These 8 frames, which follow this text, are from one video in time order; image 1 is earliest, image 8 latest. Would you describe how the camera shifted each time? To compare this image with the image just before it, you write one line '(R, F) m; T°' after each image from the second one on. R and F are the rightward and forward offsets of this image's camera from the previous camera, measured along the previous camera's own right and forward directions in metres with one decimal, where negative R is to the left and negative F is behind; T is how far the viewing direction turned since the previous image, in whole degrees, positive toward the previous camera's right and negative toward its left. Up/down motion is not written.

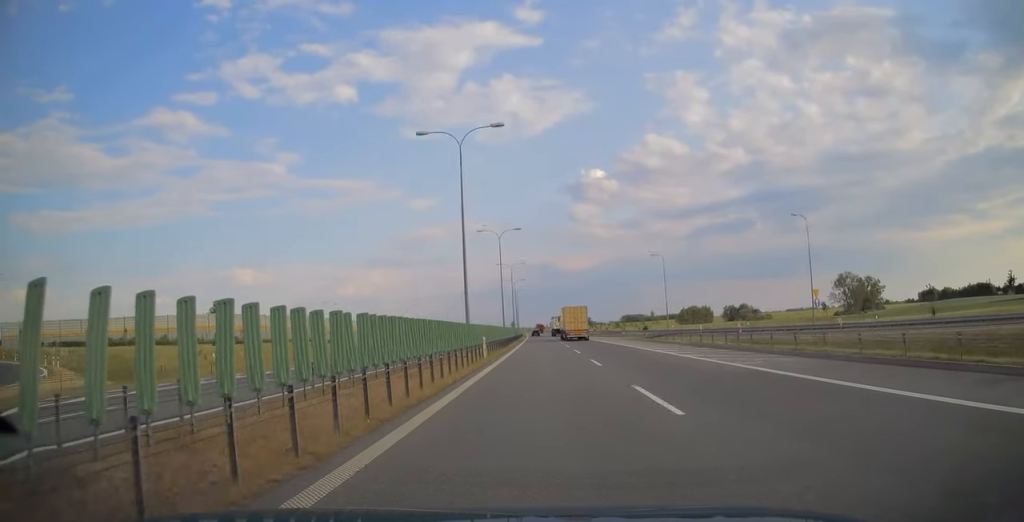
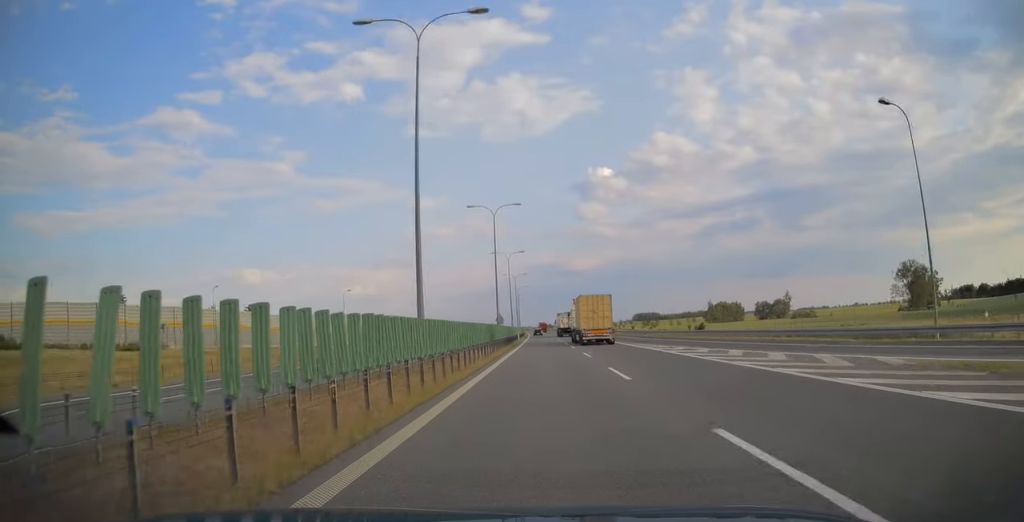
(-0.2, +54.1) m; 0°
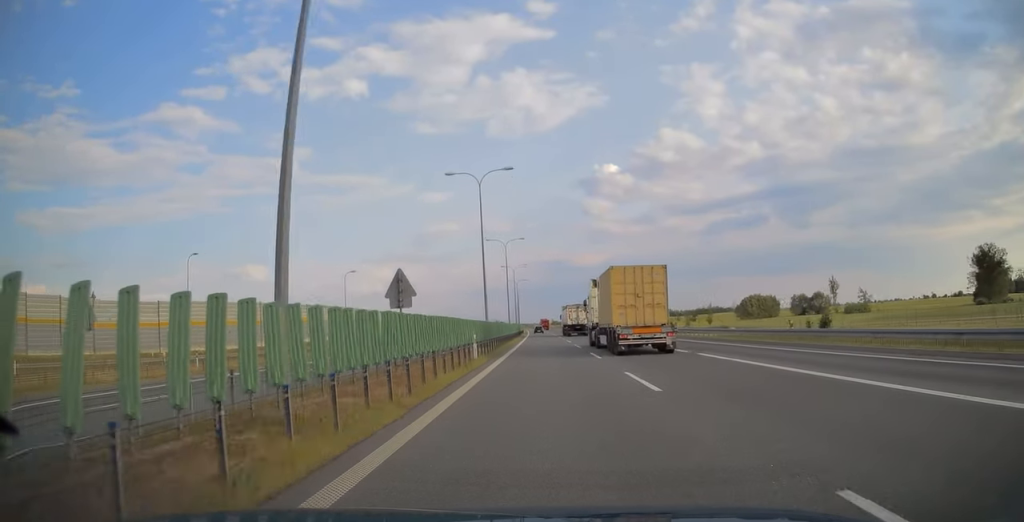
(-0.2, +51.3) m; -1°
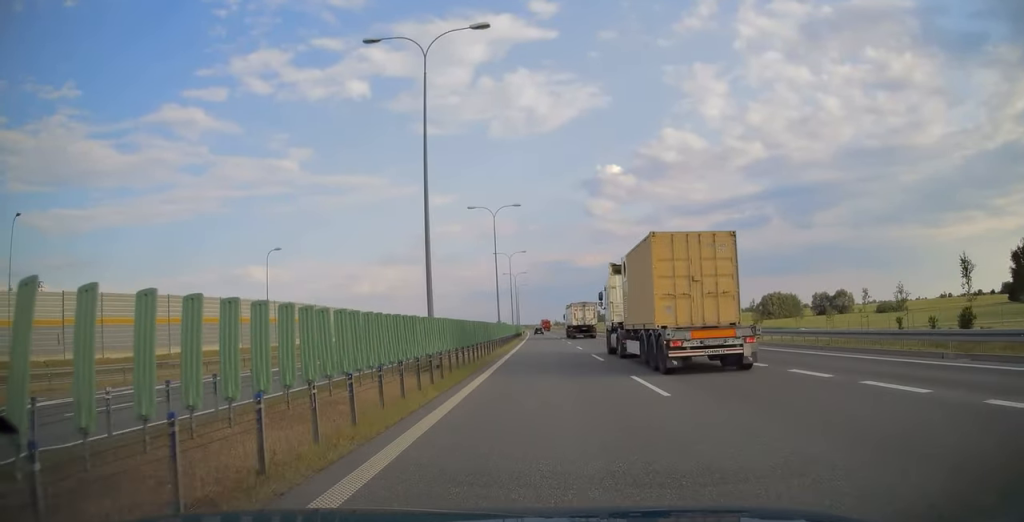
(0.0, +24.9) m; 0°
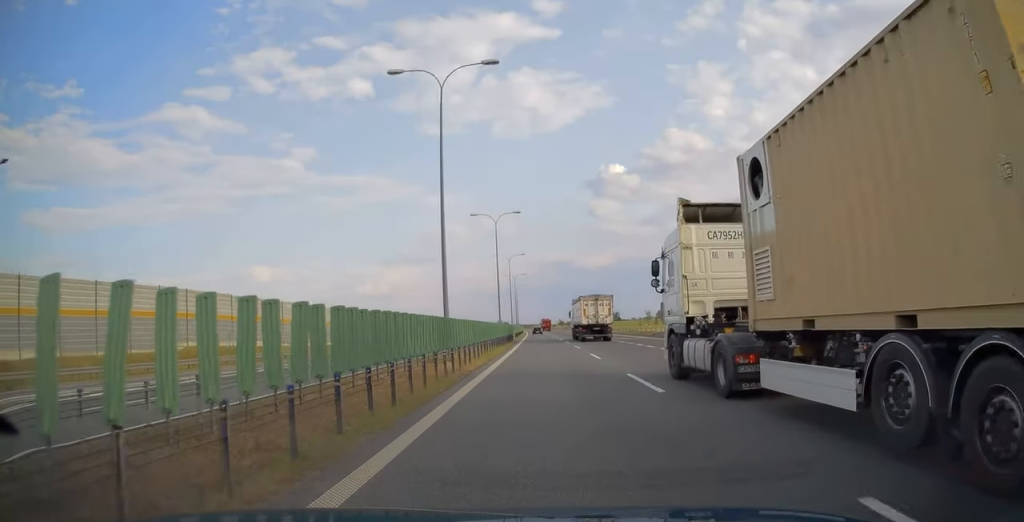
(-0.2, +35.3) m; 0°
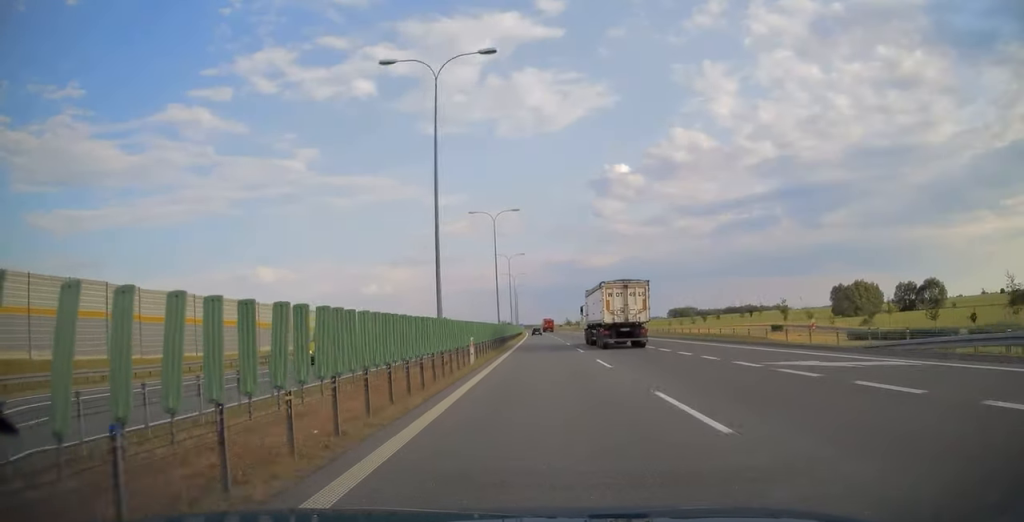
(0.0, +40.4) m; 0°
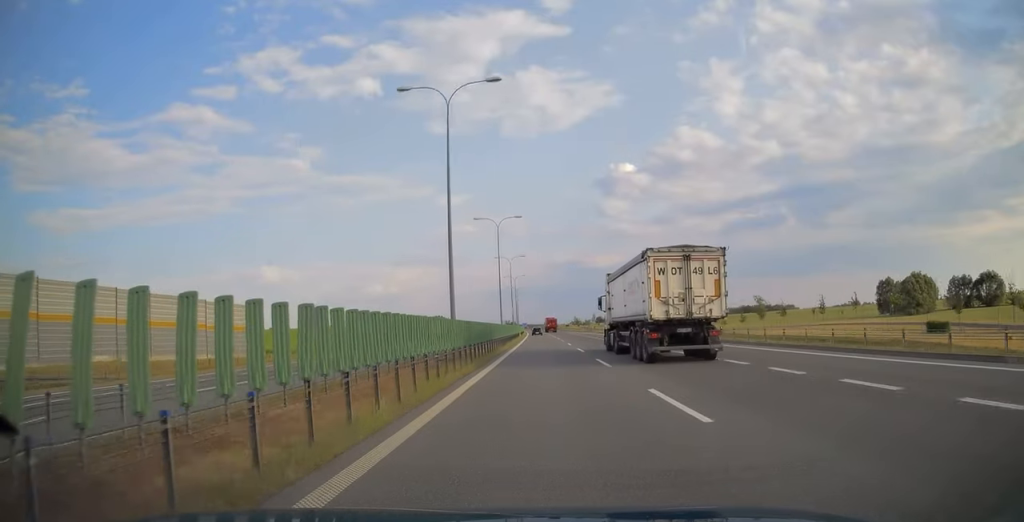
(-0.1, +35.2) m; 0°
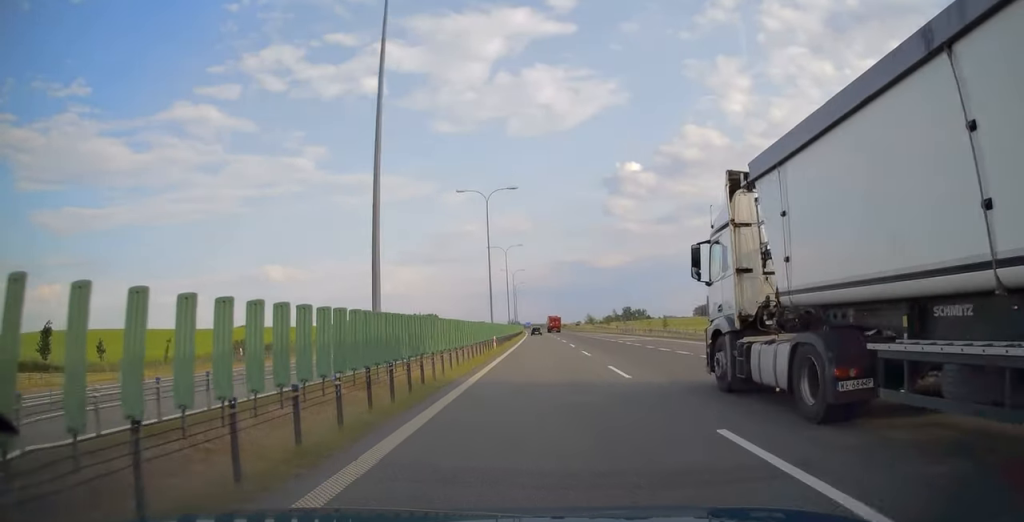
(-0.3, +53.1) m; -1°
